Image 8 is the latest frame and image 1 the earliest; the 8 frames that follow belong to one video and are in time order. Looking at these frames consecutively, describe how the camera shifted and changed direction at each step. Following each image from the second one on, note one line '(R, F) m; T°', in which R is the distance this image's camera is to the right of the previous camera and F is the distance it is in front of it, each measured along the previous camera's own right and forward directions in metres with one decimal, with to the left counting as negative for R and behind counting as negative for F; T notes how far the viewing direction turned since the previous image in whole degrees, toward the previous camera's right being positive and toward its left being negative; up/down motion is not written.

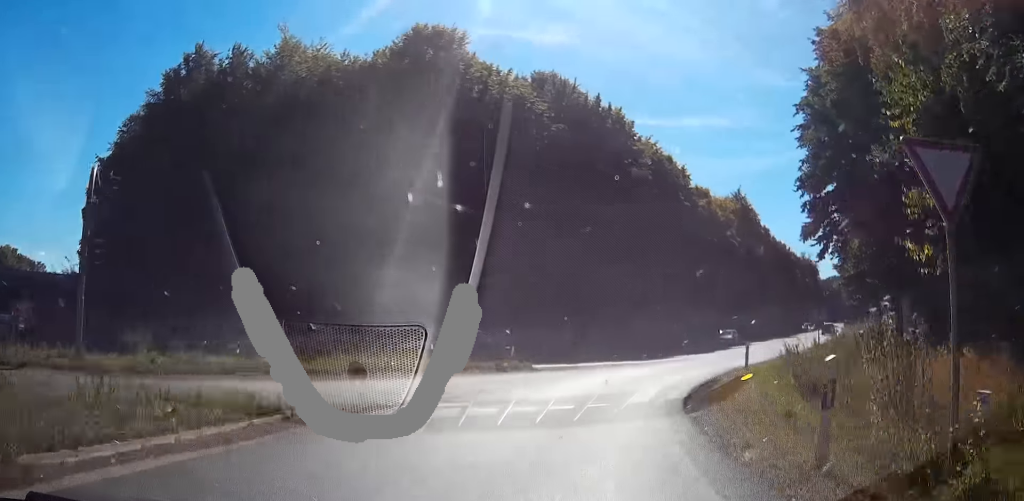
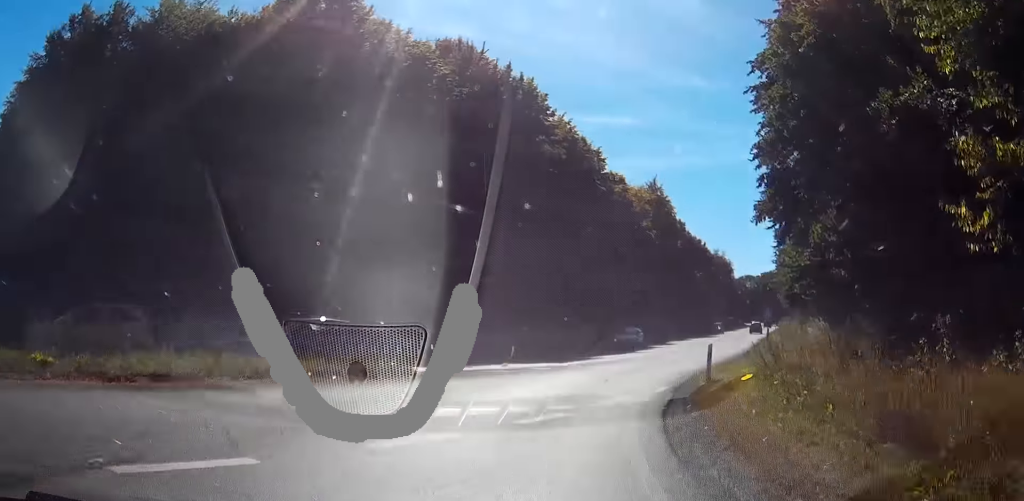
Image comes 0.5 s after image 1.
(+0.3, +6.8) m; +1°
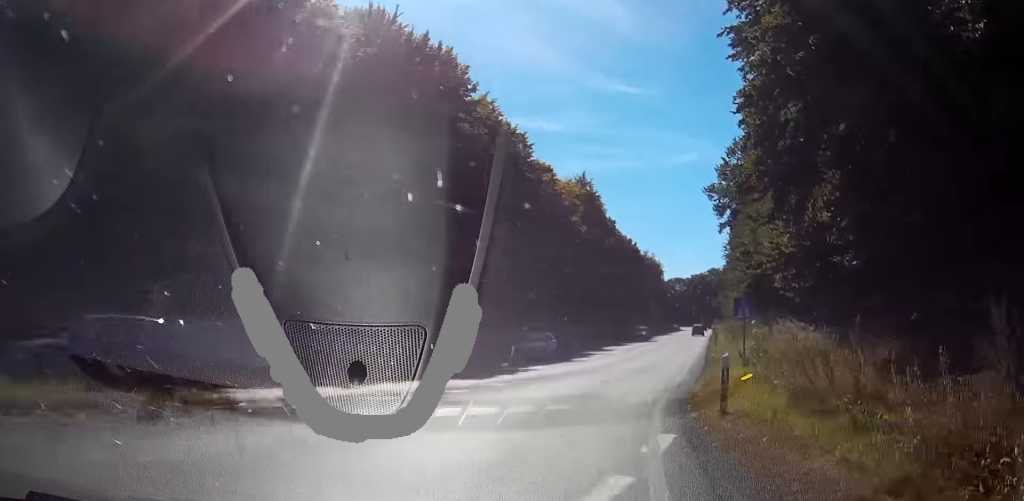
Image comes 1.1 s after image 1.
(+0.1, +7.7) m; +2°
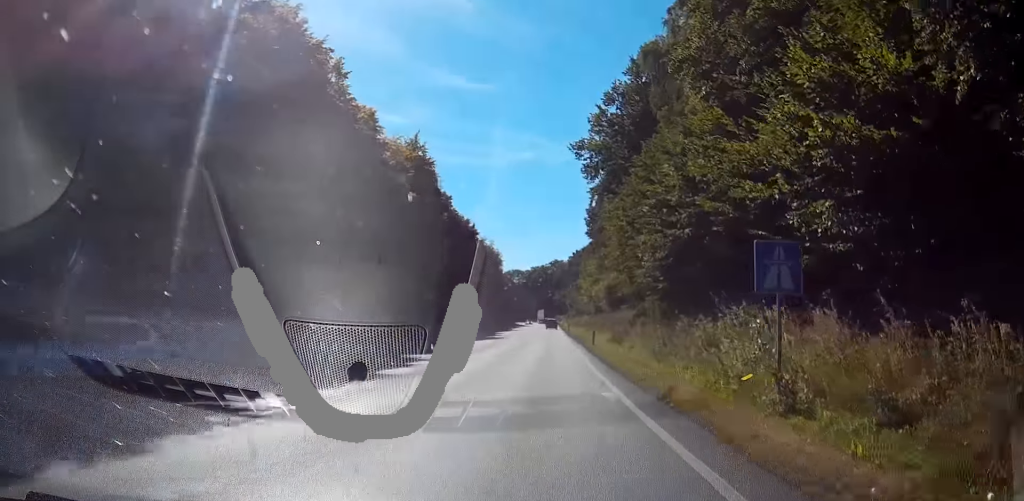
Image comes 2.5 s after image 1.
(+1.4, +17.9) m; +8°
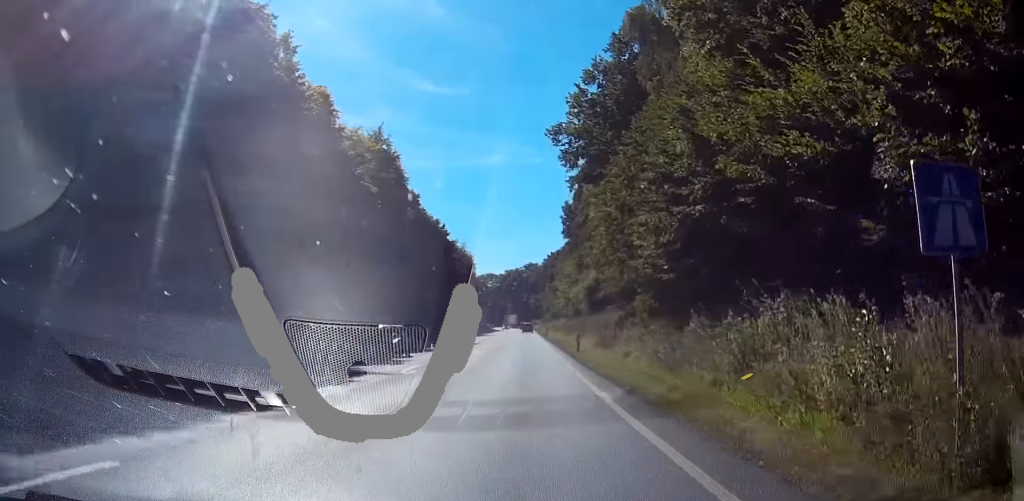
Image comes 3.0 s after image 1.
(+0.3, +6.4) m; +2°
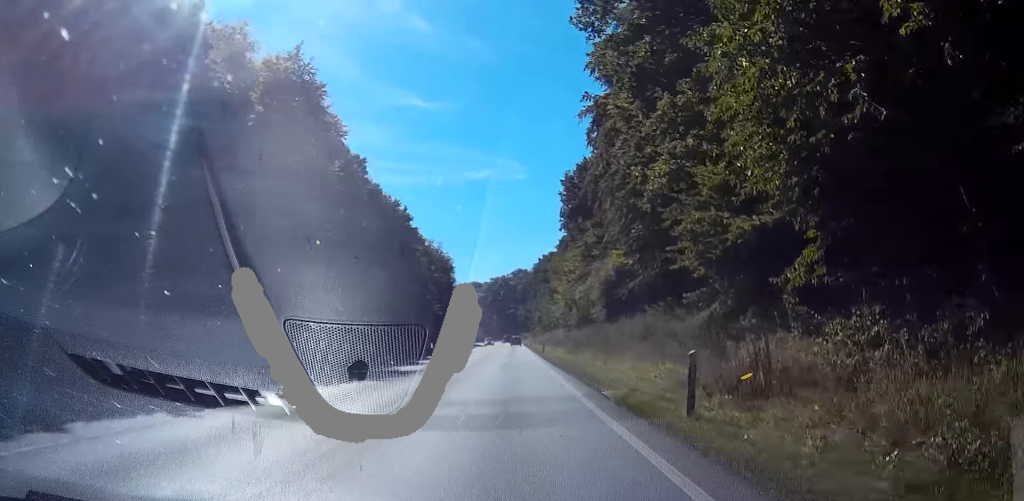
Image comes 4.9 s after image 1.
(-0.1, +29.1) m; -1°
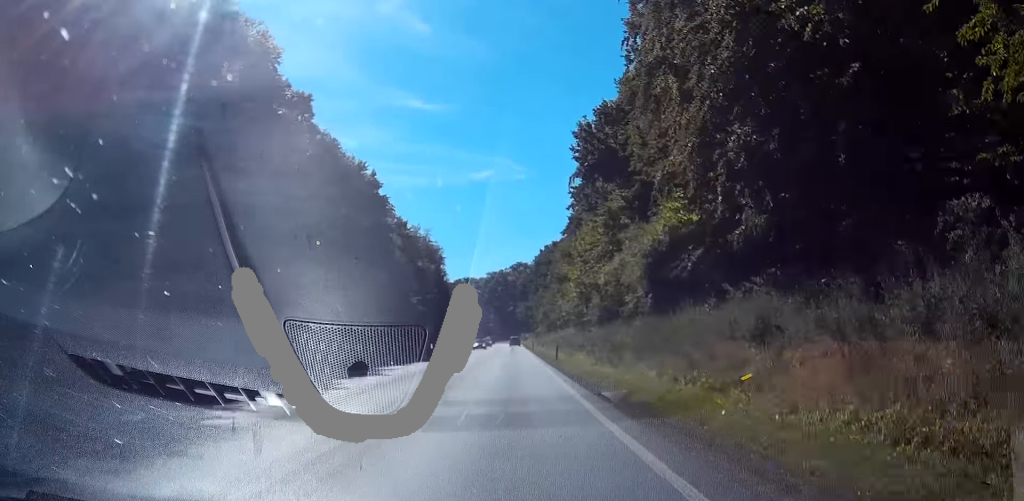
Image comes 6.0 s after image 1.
(-0.4, +19.4) m; -1°
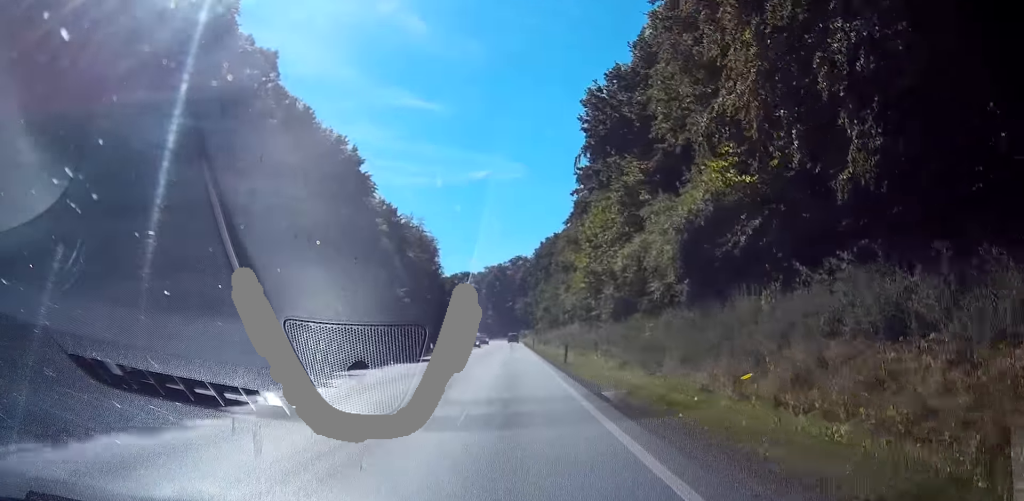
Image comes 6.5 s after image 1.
(+0.1, +8.0) m; 0°
